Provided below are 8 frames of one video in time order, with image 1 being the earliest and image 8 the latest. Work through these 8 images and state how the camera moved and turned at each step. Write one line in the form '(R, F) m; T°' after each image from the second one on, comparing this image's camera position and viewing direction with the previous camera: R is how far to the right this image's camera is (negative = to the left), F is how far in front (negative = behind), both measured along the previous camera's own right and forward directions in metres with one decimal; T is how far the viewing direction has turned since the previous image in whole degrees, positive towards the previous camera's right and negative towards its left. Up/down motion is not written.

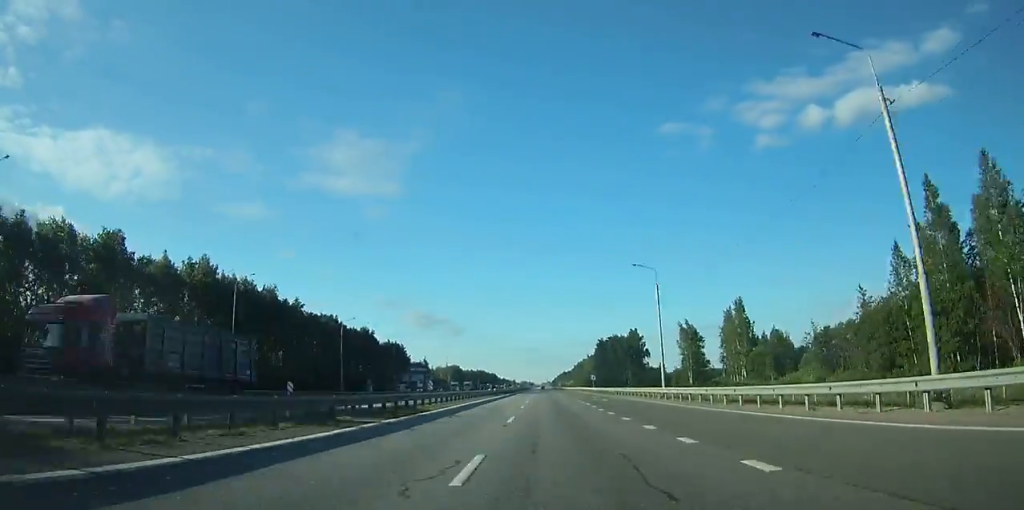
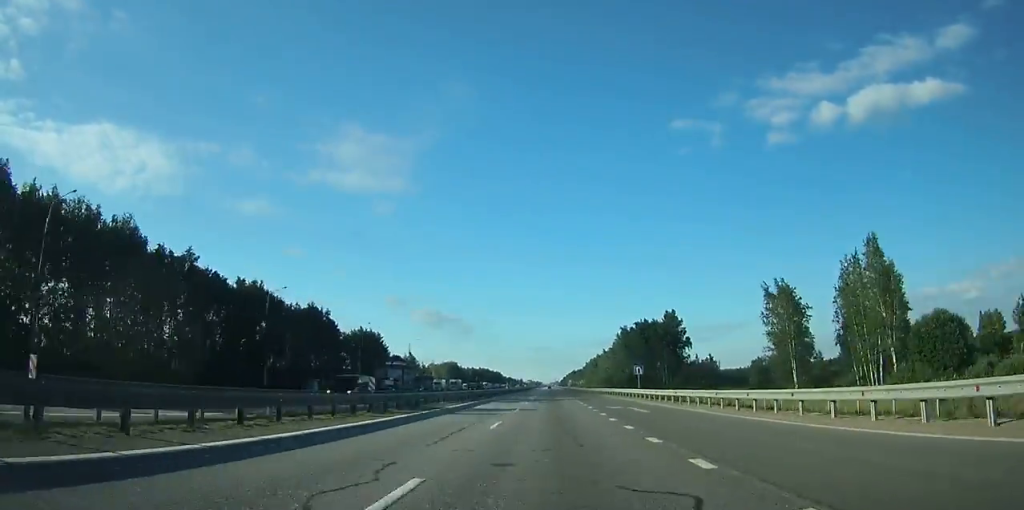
(-0.3, +52.5) m; 0°
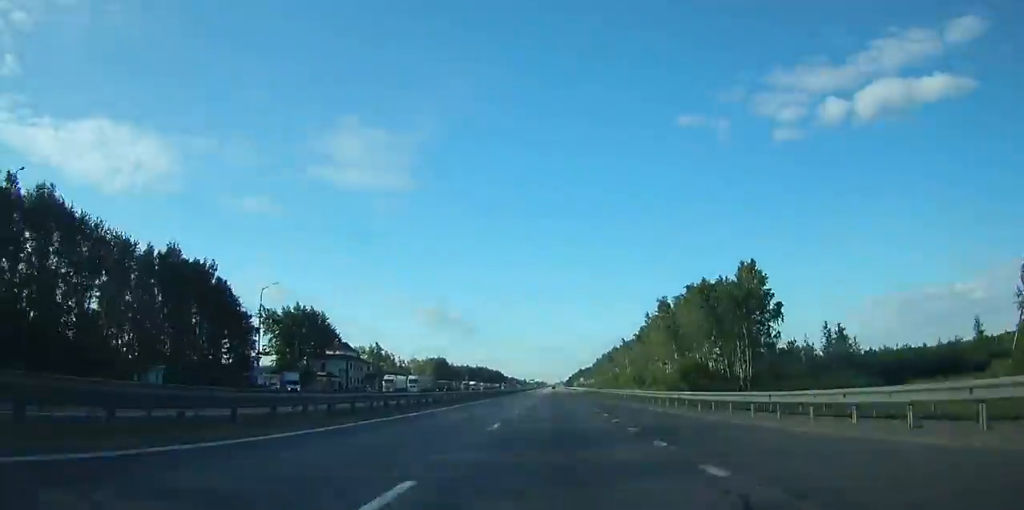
(-0.3, +59.9) m; 0°
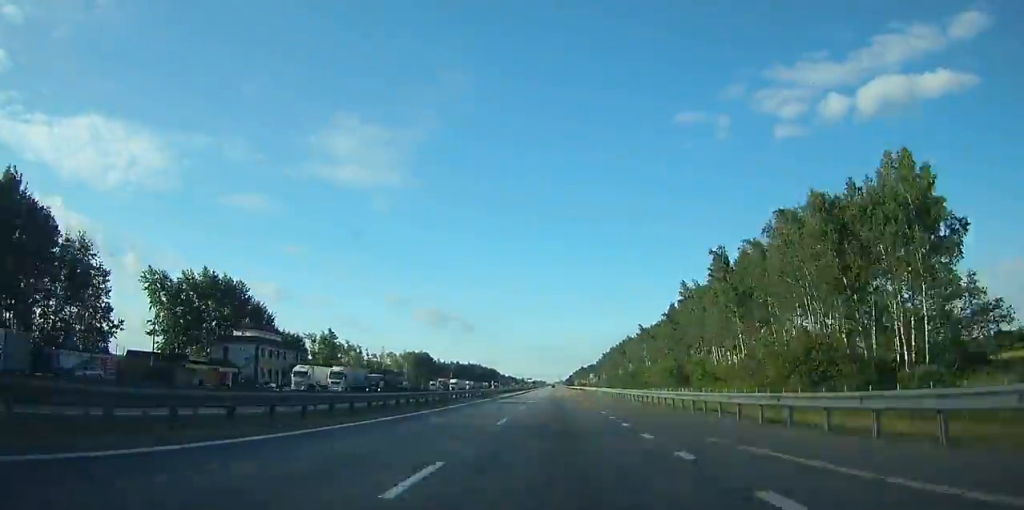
(0.0, +43.8) m; 0°
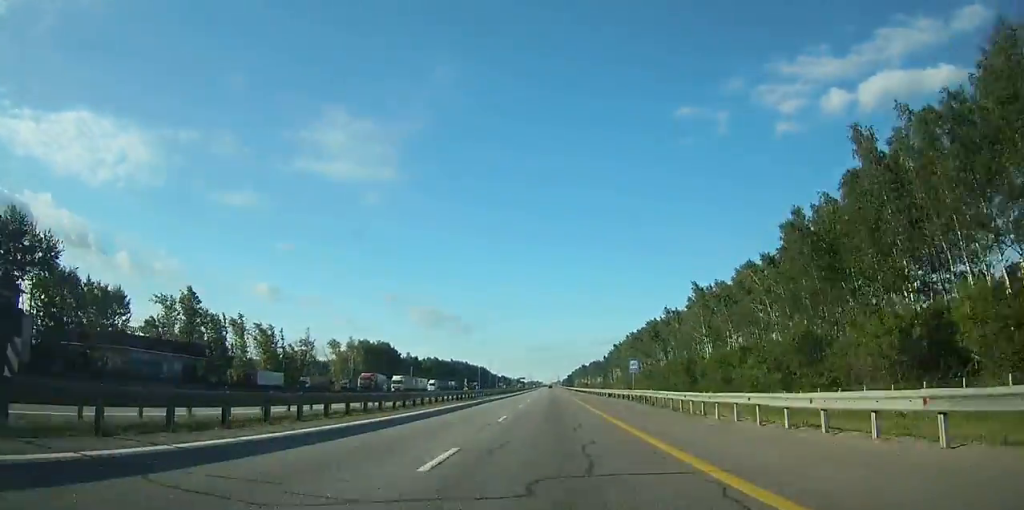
(0.0, +67.1) m; 0°
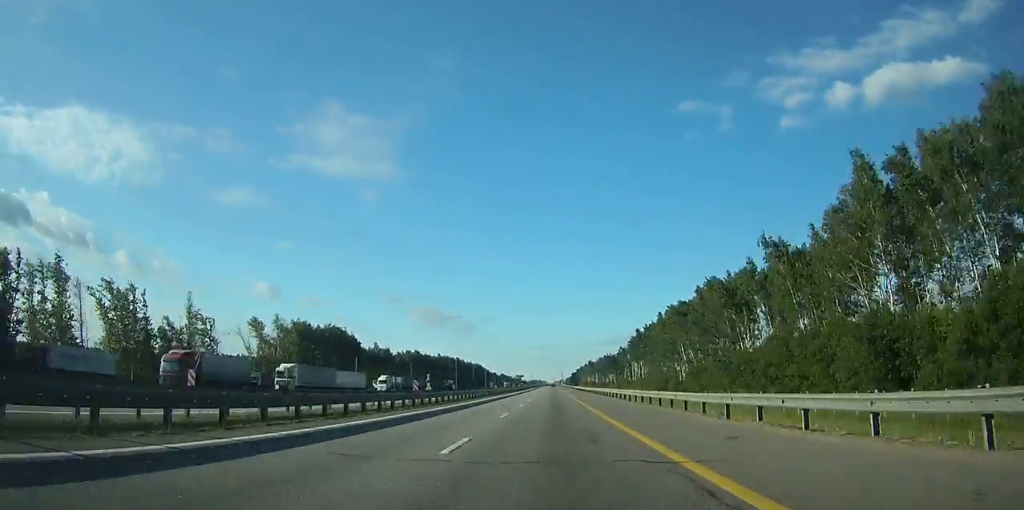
(0.0, +53.7) m; 0°
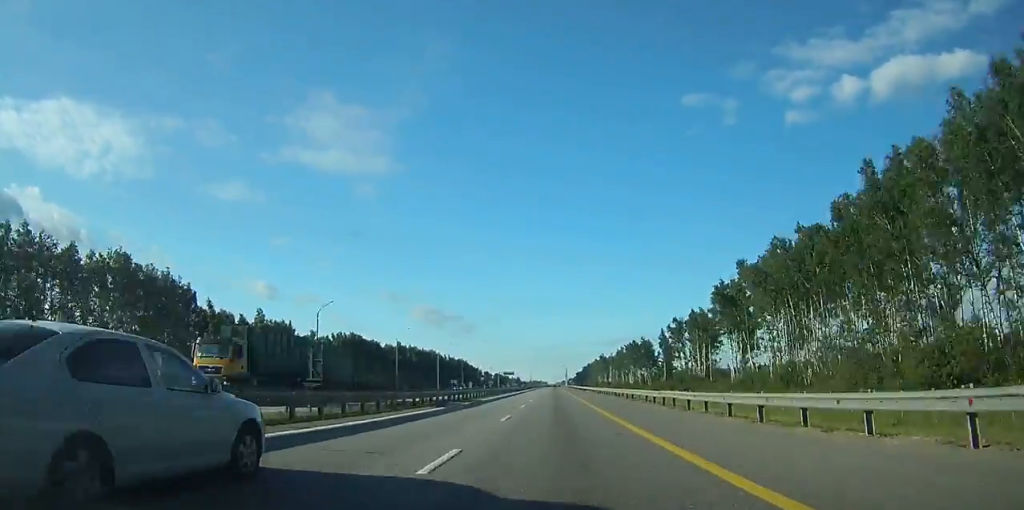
(-0.1, +97.1) m; 0°
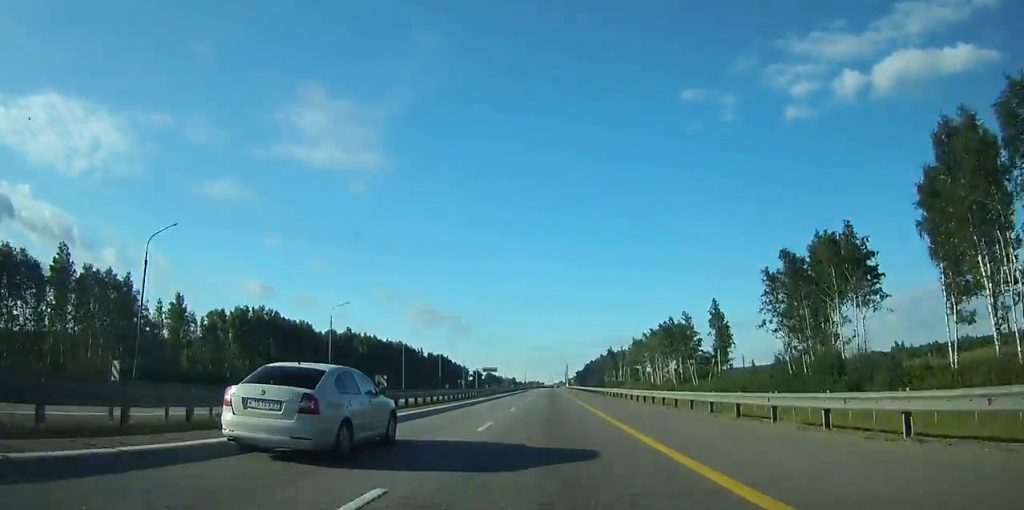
(+0.1, +61.9) m; 0°
